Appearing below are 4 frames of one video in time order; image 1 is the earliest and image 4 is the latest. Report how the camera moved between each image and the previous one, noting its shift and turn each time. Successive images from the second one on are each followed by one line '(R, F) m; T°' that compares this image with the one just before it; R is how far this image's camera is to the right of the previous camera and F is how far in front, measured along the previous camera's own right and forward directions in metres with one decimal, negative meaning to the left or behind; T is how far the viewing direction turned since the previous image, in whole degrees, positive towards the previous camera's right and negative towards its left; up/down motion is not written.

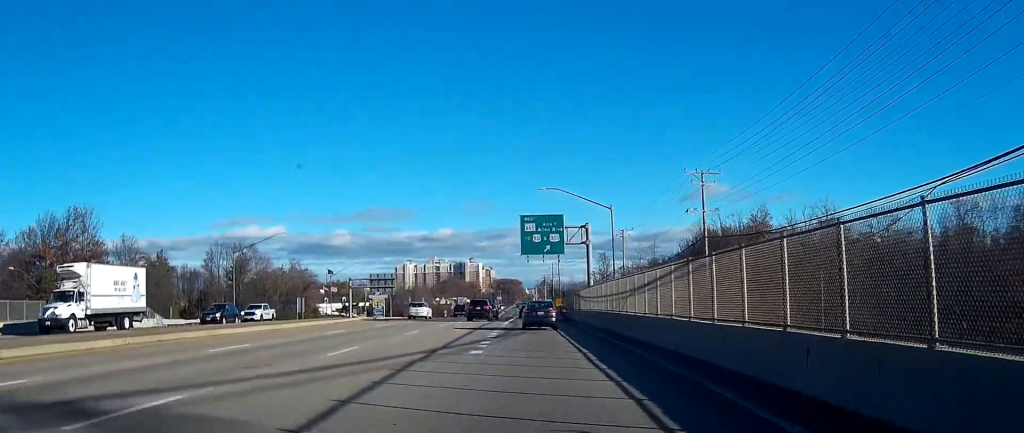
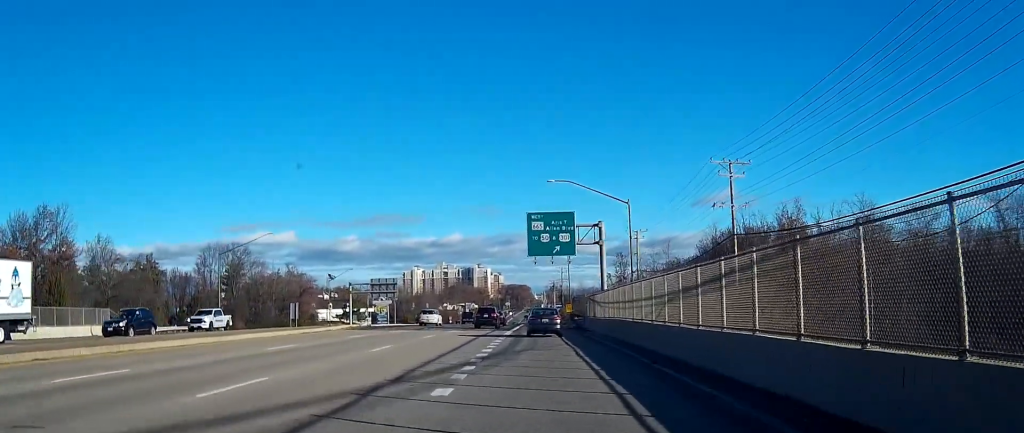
(-0.1, +7.9) m; -1°
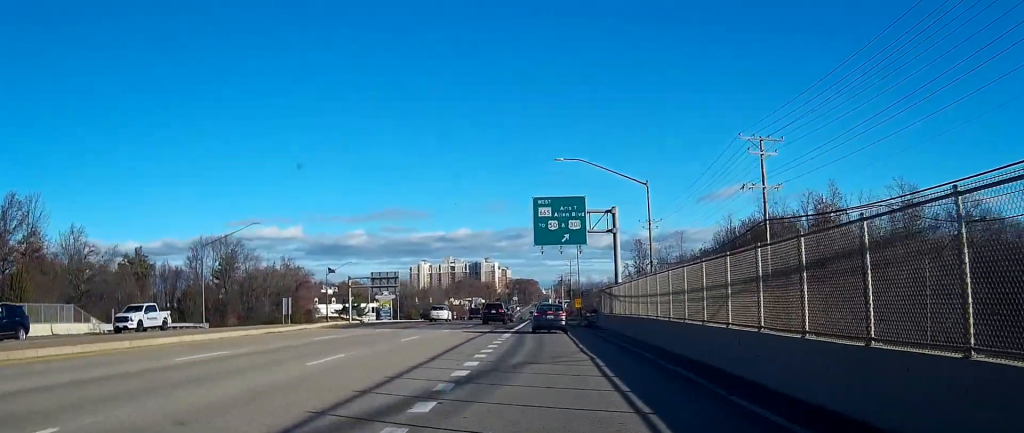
(-0.1, +7.2) m; -1°
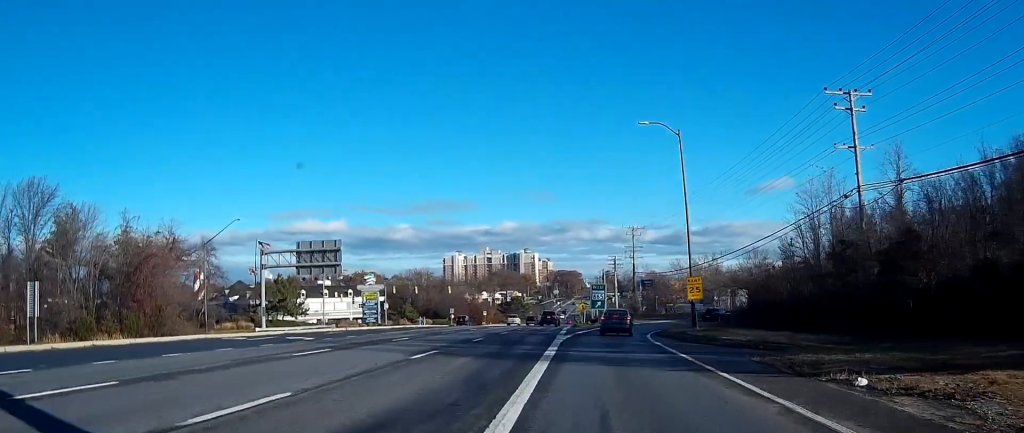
(-2.1, +71.8) m; -3°
